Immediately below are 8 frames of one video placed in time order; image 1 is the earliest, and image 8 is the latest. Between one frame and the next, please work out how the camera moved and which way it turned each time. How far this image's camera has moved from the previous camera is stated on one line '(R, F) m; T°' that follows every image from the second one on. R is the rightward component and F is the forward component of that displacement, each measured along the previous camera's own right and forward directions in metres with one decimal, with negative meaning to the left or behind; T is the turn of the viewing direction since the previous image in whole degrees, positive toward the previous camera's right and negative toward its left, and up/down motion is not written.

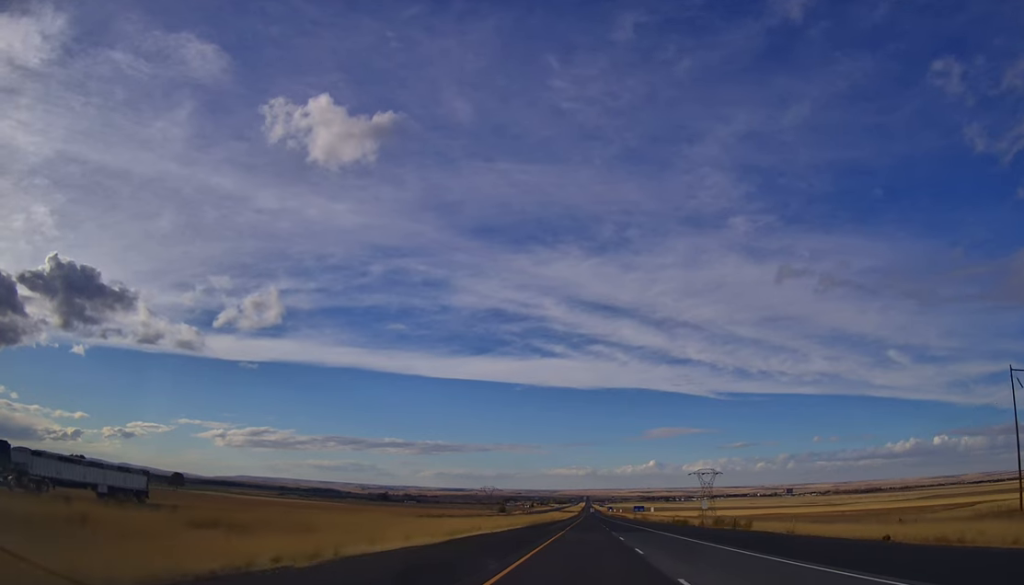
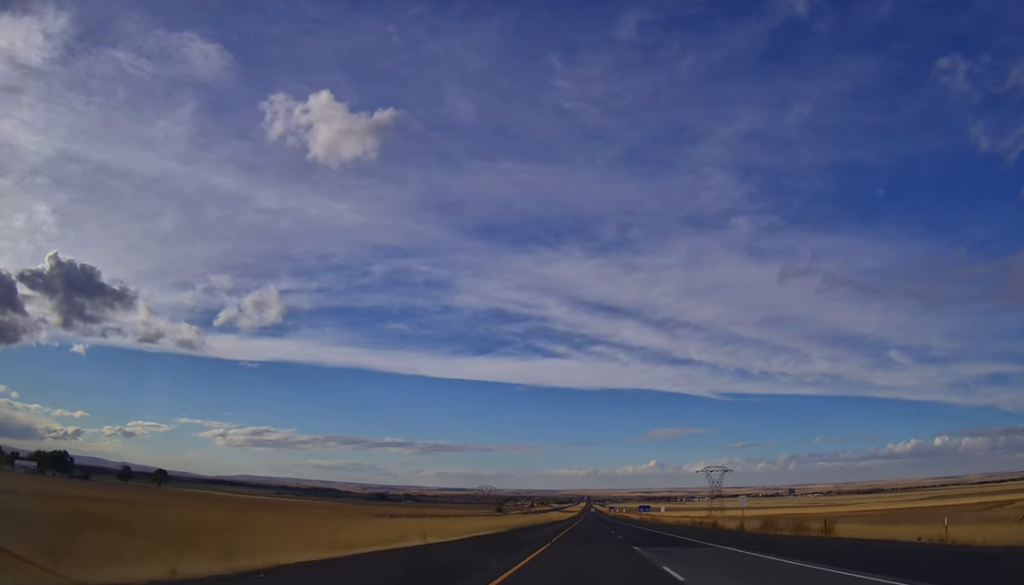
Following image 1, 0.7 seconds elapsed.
(-0.1, +21.5) m; 0°
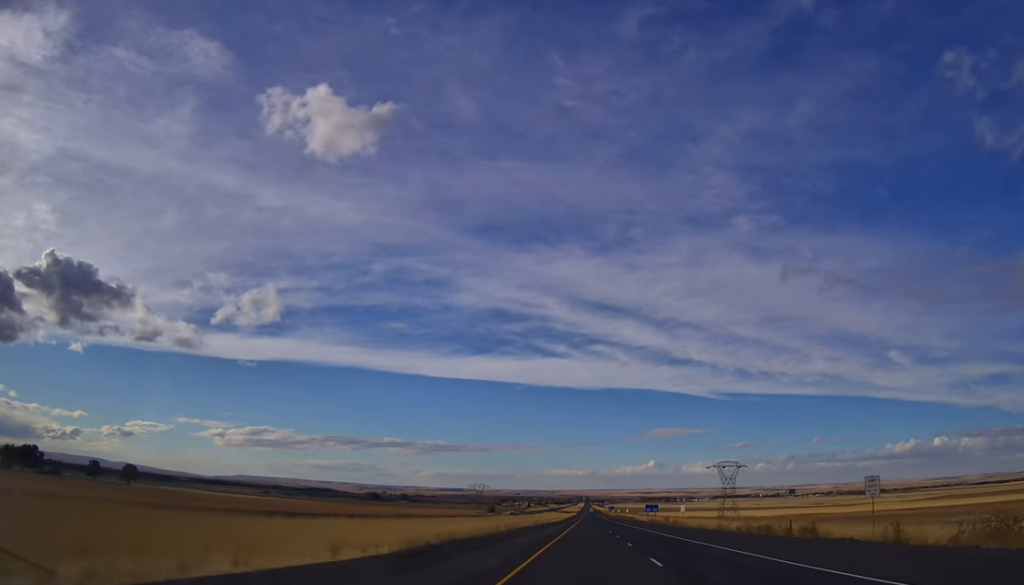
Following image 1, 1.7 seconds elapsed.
(+0.3, +33.2) m; 0°
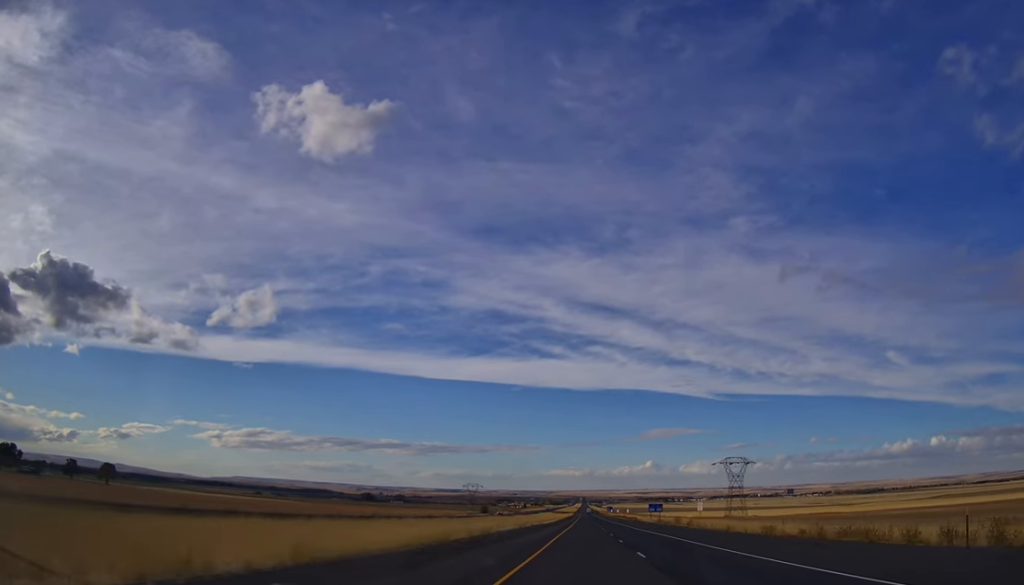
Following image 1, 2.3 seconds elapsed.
(+0.1, +20.3) m; 0°
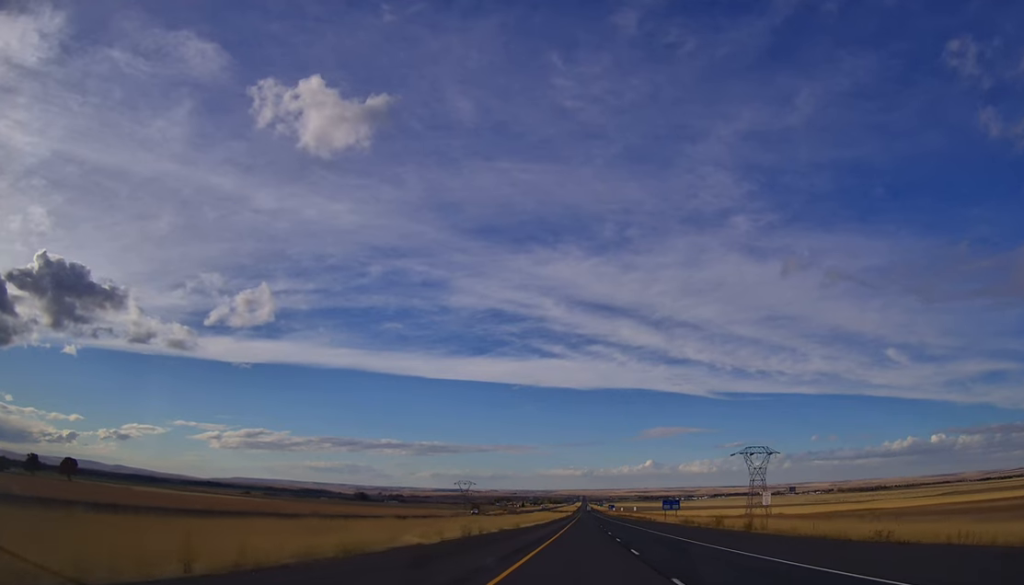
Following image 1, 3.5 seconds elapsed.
(-0.3, +36.1) m; 0°
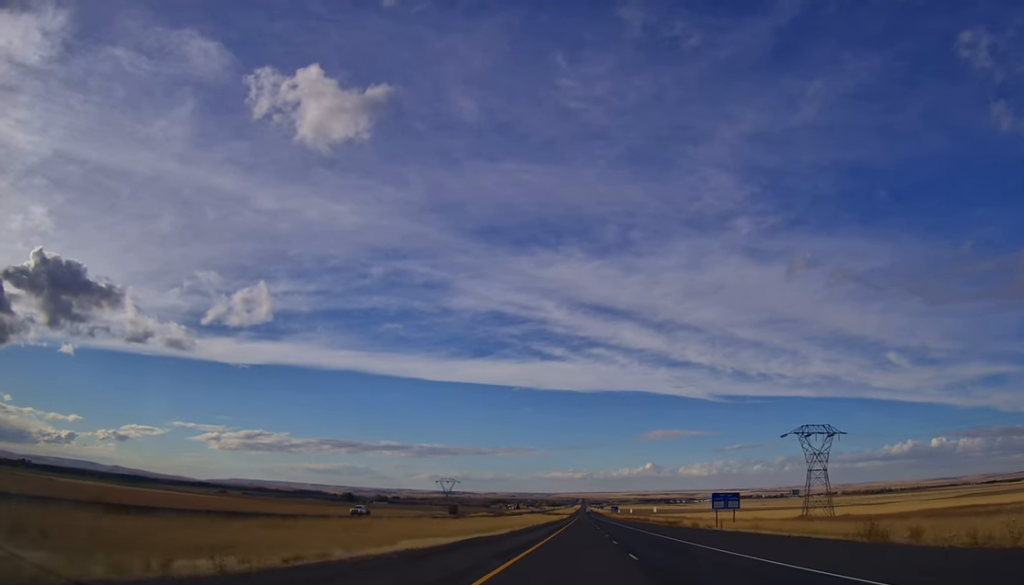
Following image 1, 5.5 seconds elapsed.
(+0.8, +64.2) m; 0°
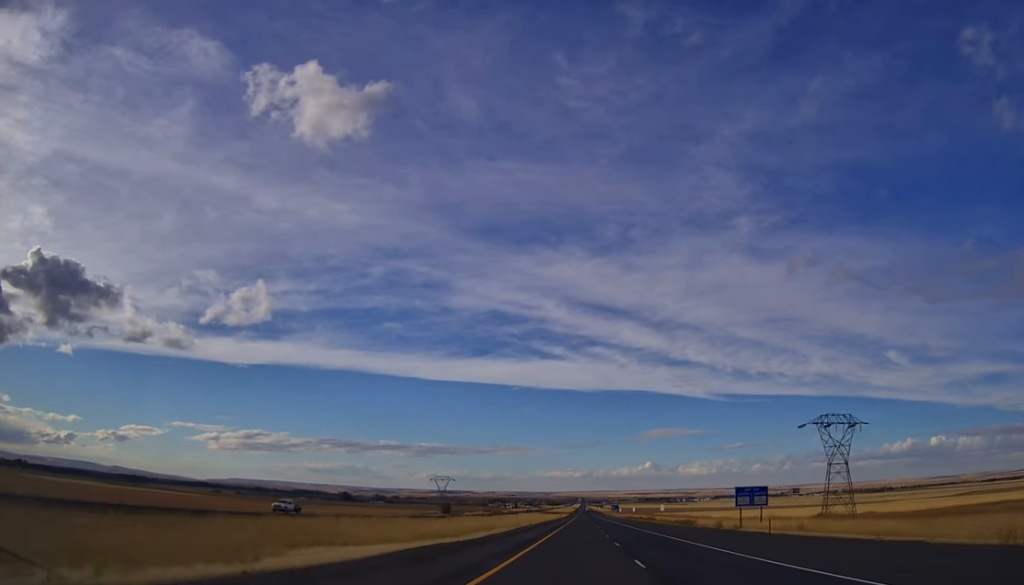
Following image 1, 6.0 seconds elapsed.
(0.0, +15.6) m; 0°
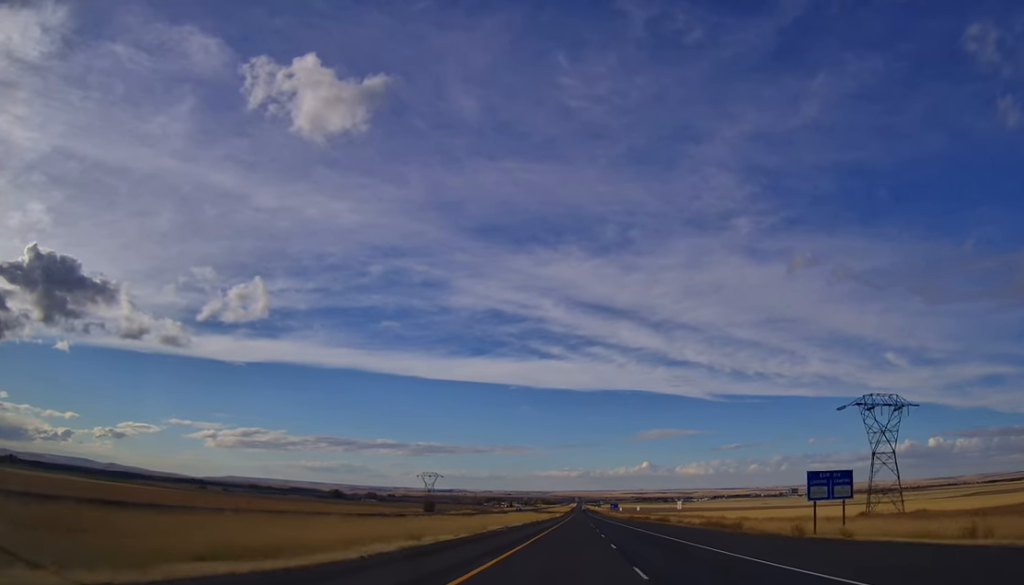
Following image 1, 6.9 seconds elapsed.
(0.0, +27.9) m; 0°
